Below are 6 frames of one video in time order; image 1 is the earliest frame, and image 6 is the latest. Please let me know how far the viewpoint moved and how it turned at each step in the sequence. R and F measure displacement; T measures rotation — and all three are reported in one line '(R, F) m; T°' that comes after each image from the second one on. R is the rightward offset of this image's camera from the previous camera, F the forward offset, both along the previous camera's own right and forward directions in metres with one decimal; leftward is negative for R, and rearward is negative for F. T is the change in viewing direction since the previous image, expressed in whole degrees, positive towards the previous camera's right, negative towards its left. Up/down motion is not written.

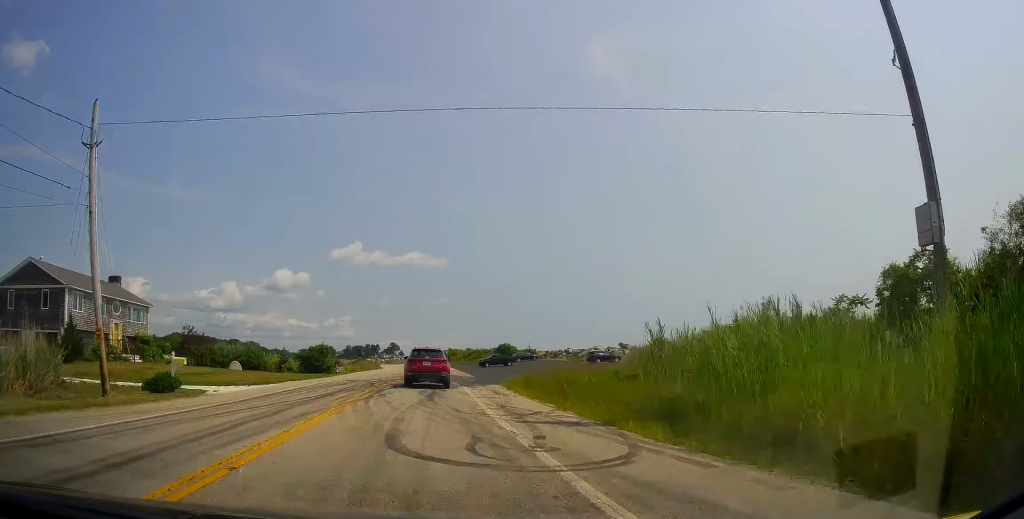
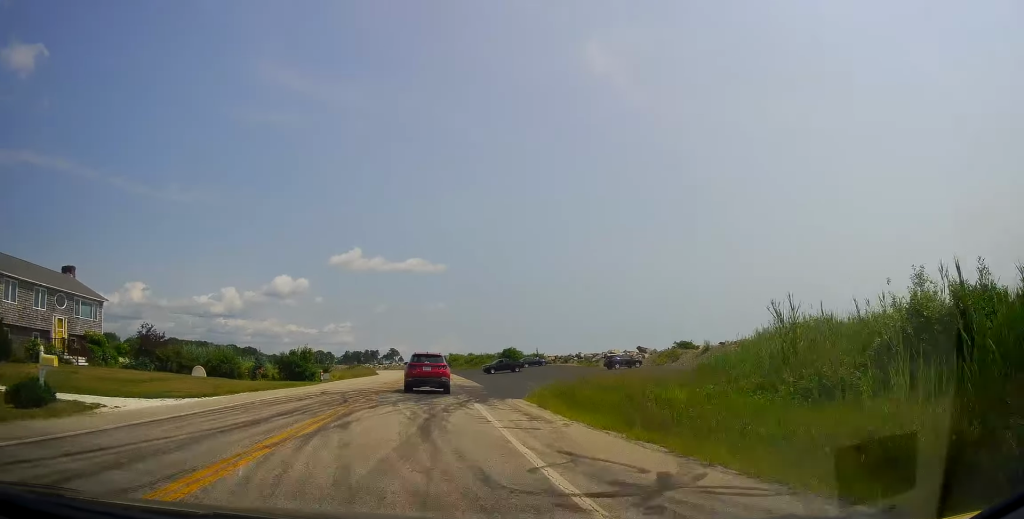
(0.0, +7.9) m; 0°
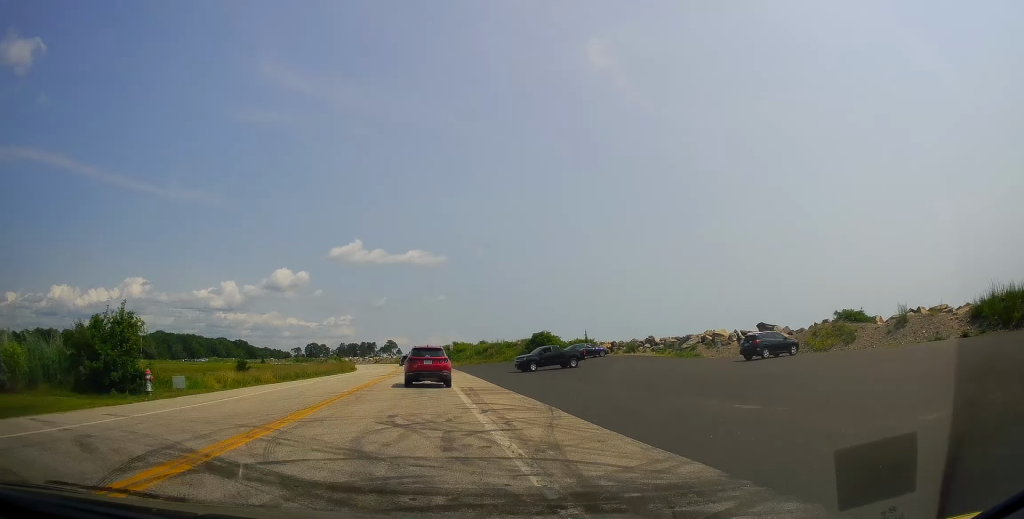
(-0.3, +30.6) m; 0°
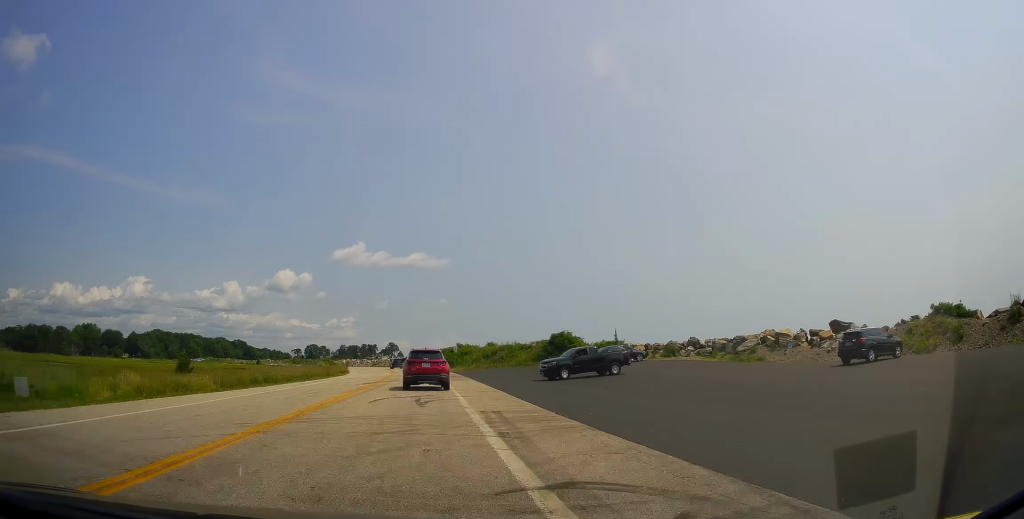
(0.0, +9.7) m; 0°
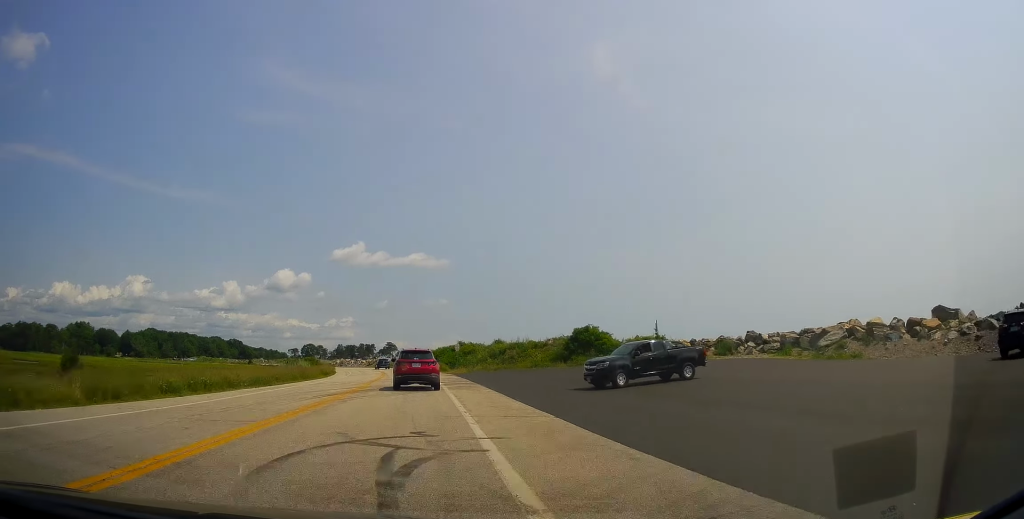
(0.0, +10.4) m; -1°
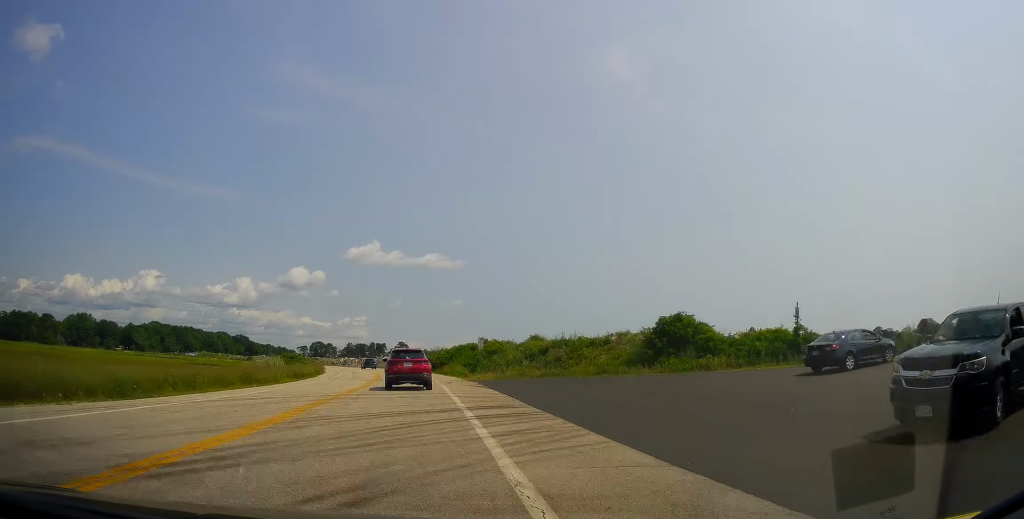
(-0.4, +17.0) m; -1°
